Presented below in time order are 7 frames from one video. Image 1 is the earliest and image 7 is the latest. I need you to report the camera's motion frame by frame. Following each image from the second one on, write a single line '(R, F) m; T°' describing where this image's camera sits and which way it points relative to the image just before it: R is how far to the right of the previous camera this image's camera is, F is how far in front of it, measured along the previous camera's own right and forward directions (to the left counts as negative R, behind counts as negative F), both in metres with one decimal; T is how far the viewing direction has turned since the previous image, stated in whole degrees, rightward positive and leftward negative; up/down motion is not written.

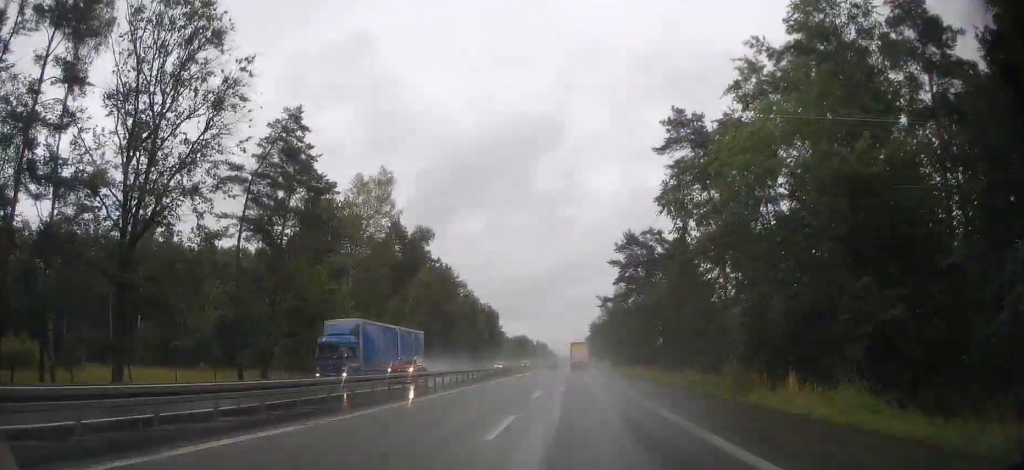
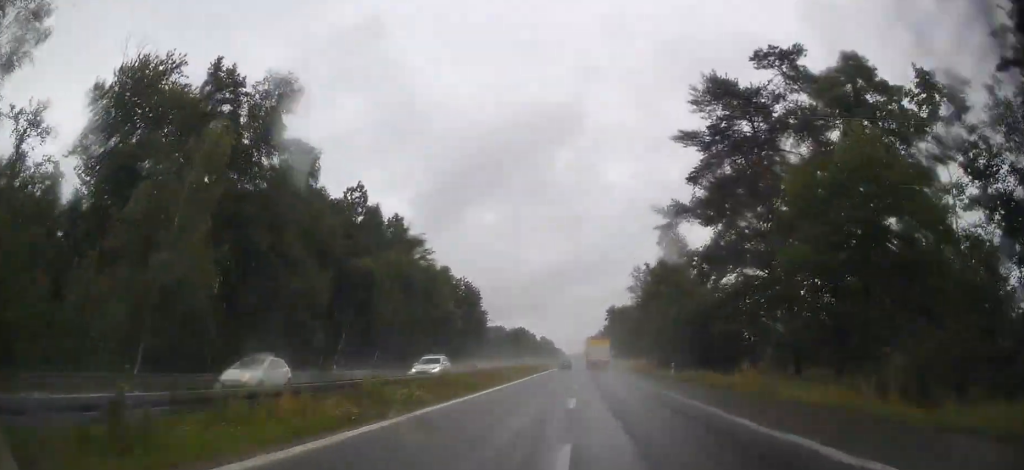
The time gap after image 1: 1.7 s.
(0.0, +51.9) m; 0°
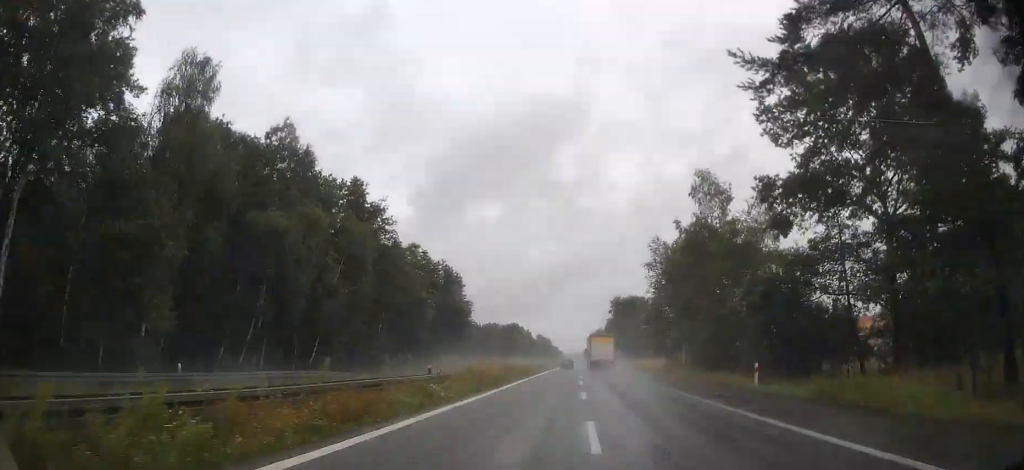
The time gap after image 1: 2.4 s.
(0.0, +20.1) m; 0°
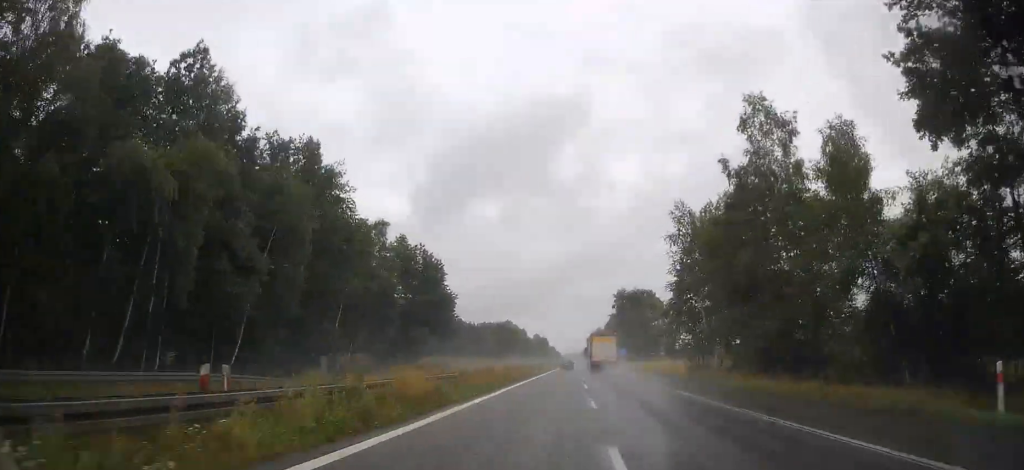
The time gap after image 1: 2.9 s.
(-0.1, +15.2) m; 0°
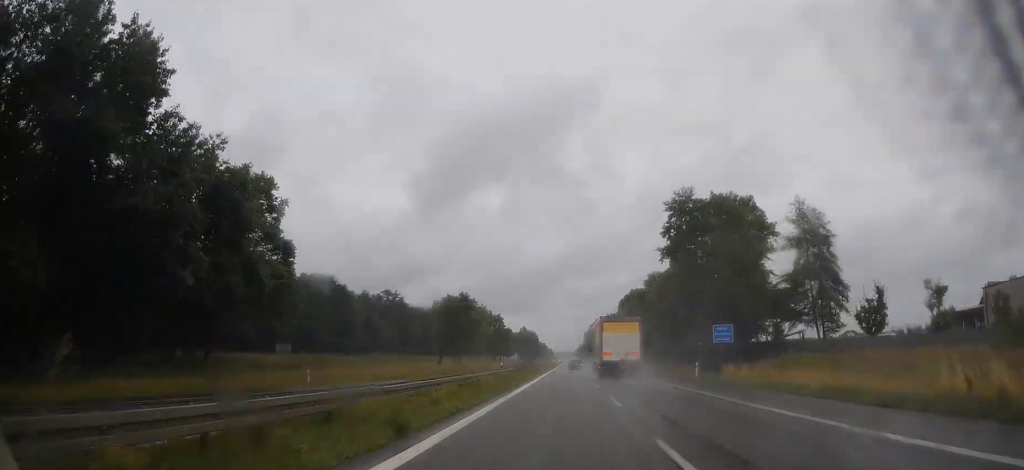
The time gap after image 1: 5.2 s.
(+0.3, +70.1) m; 0°
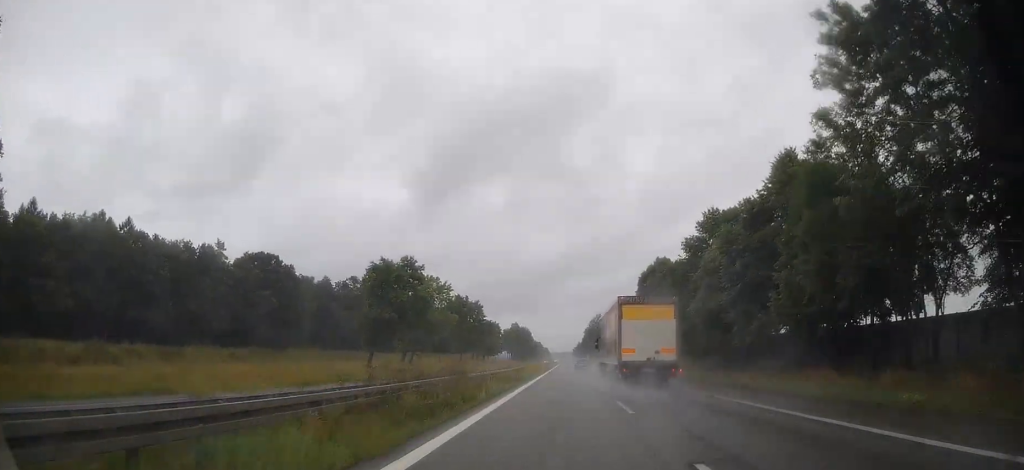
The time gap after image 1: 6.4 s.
(+0.3, +38.1) m; 0°
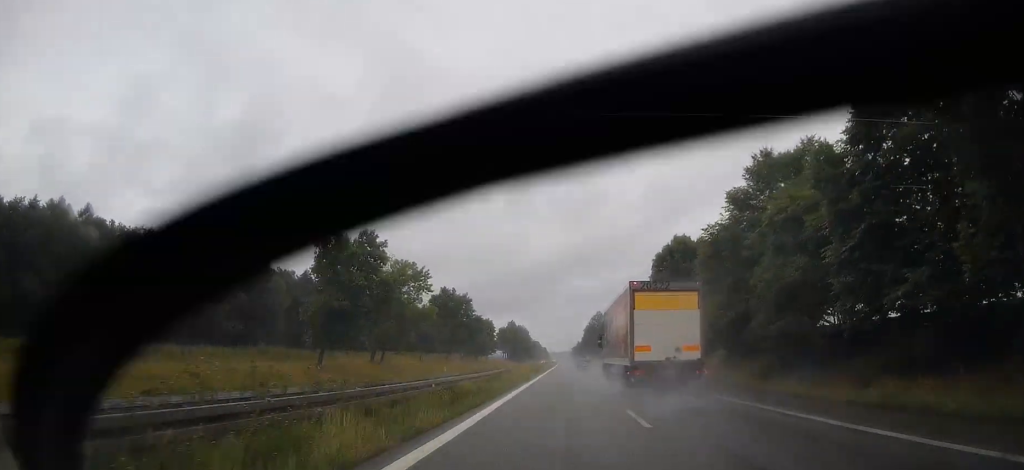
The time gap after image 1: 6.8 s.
(-0.2, +15.0) m; 0°
